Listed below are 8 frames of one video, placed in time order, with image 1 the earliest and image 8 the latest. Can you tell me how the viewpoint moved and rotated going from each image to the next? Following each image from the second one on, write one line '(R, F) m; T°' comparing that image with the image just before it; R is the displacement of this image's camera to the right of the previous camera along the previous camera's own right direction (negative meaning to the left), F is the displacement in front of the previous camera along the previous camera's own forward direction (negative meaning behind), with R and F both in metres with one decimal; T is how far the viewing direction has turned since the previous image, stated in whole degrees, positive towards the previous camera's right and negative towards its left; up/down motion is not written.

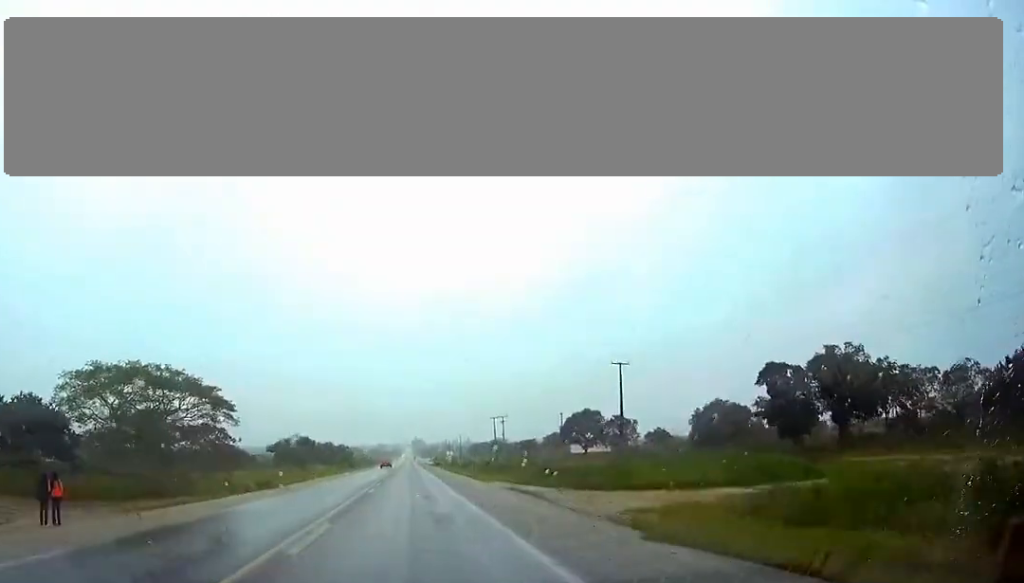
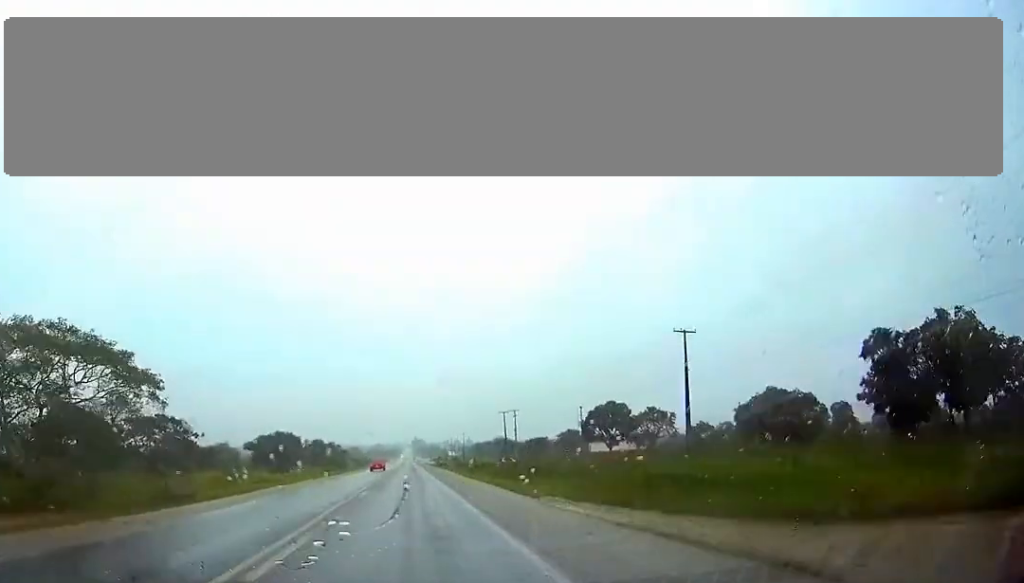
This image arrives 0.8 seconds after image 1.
(0.0, +20.2) m; 0°
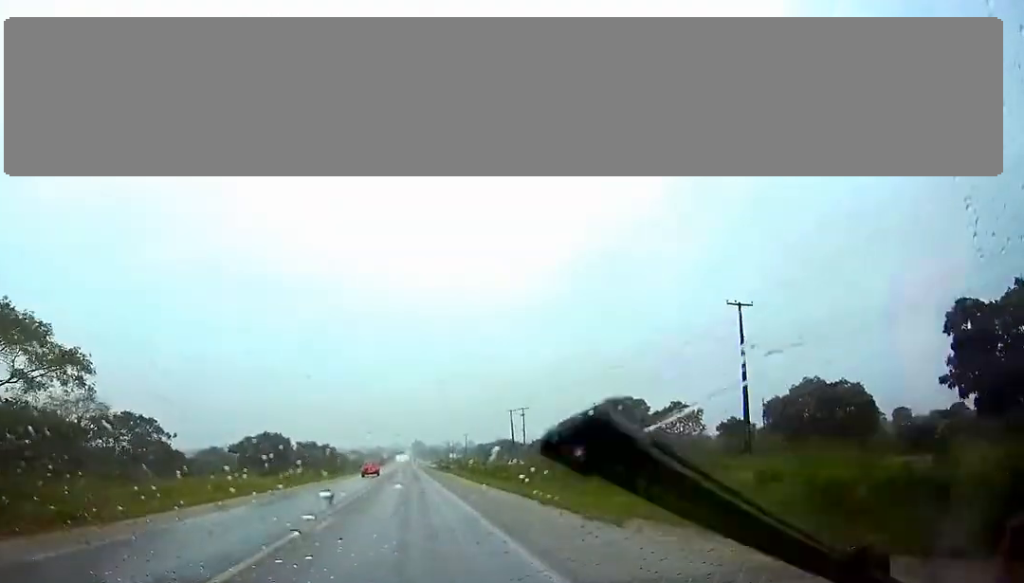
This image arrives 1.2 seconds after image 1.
(+0.1, +11.3) m; 0°
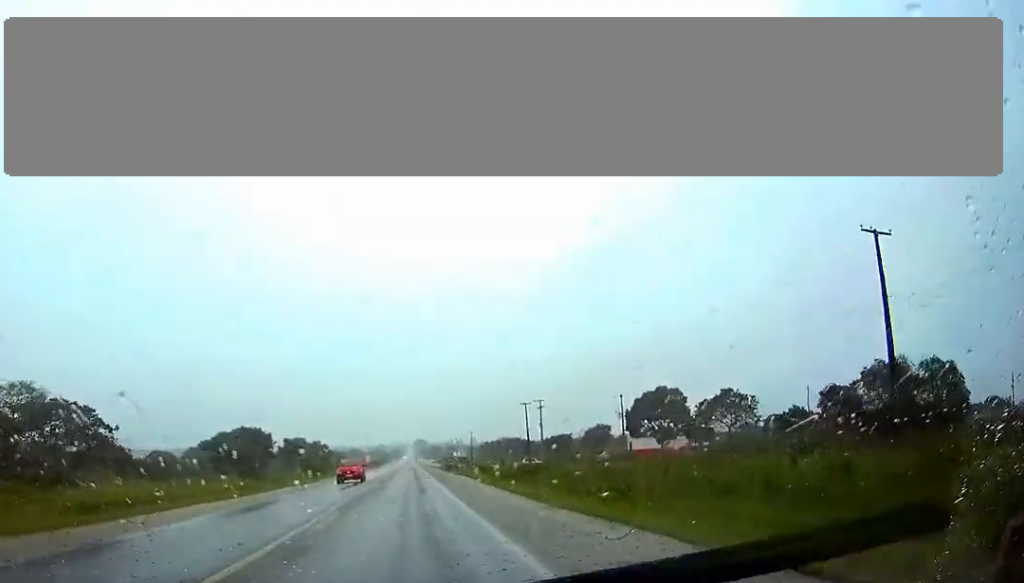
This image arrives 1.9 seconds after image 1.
(+0.1, +17.3) m; 0°
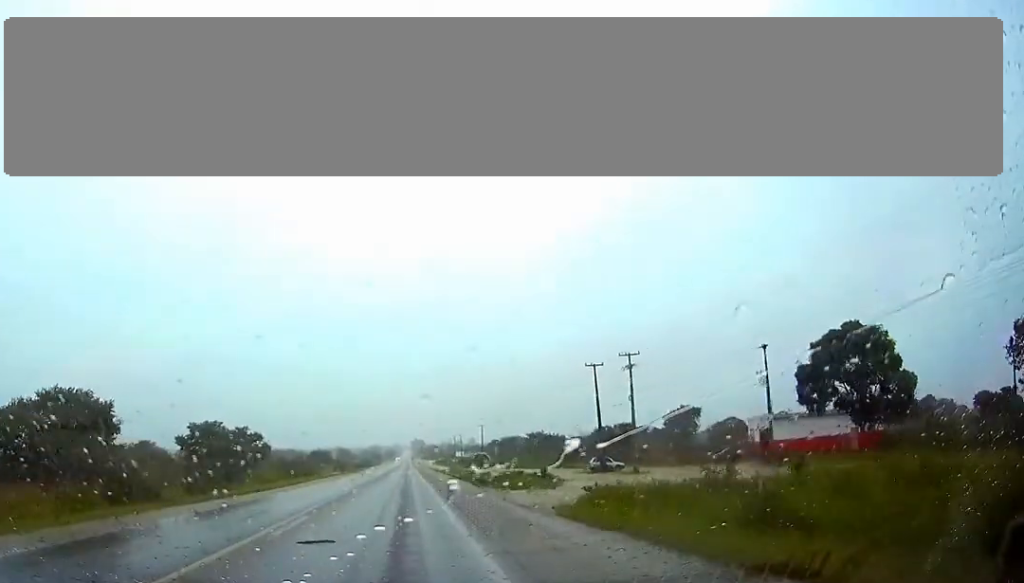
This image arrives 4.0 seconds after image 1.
(0.0, +54.0) m; 0°
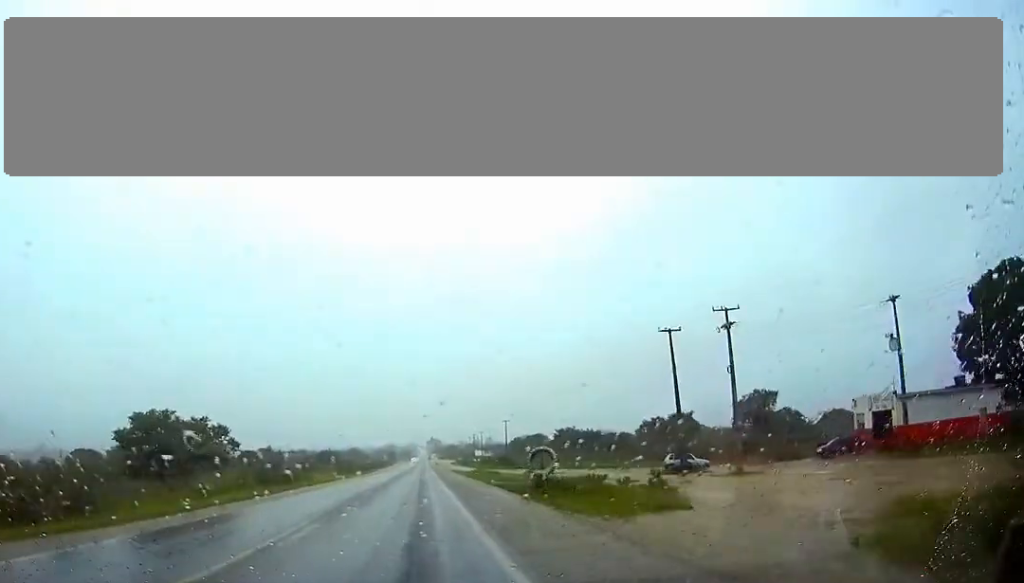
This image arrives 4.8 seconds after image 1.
(+0.1, +20.3) m; -1°
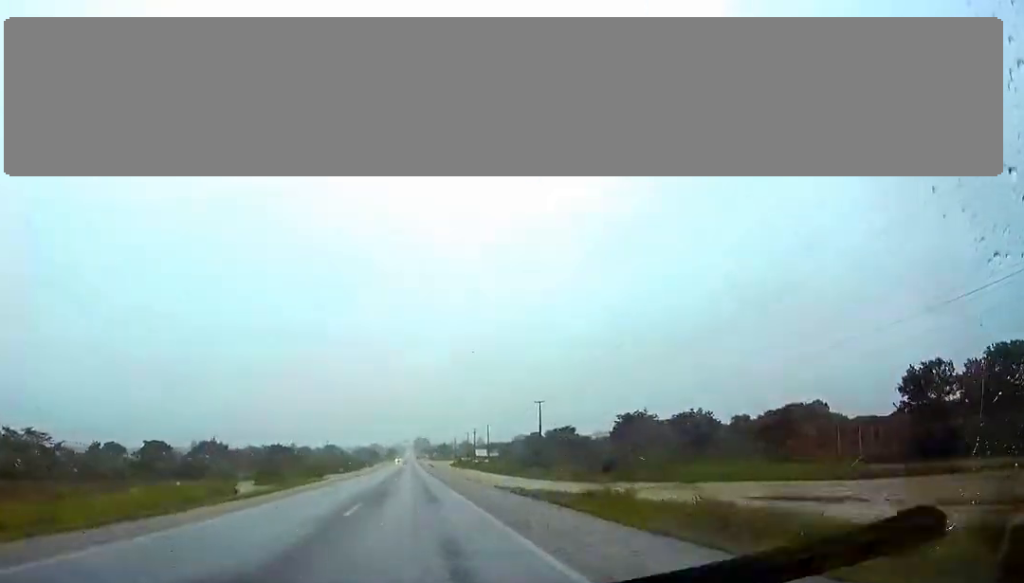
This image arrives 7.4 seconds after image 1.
(-0.7, +66.0) m; -2°
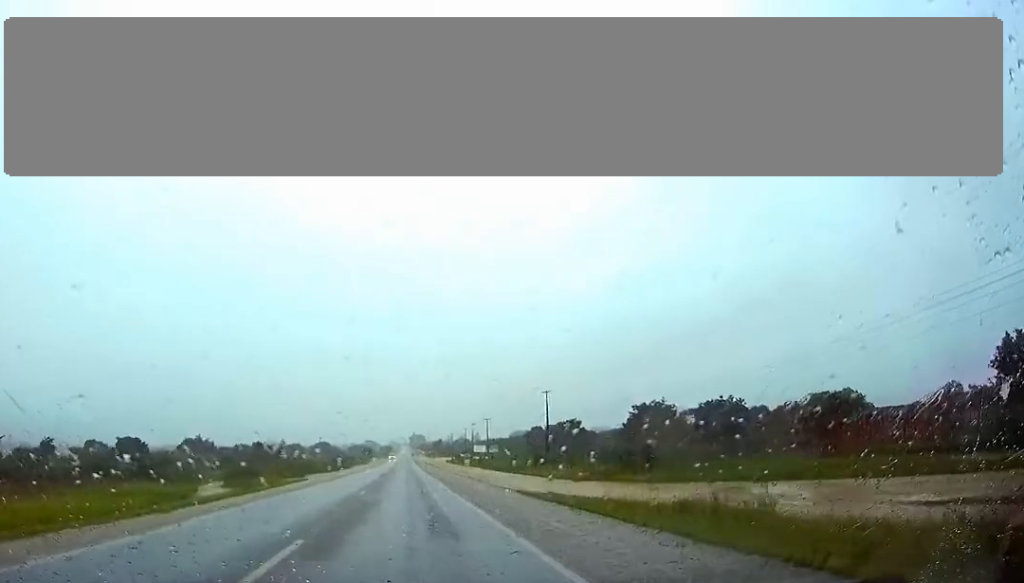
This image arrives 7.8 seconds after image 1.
(+0.1, +10.8) m; 0°
